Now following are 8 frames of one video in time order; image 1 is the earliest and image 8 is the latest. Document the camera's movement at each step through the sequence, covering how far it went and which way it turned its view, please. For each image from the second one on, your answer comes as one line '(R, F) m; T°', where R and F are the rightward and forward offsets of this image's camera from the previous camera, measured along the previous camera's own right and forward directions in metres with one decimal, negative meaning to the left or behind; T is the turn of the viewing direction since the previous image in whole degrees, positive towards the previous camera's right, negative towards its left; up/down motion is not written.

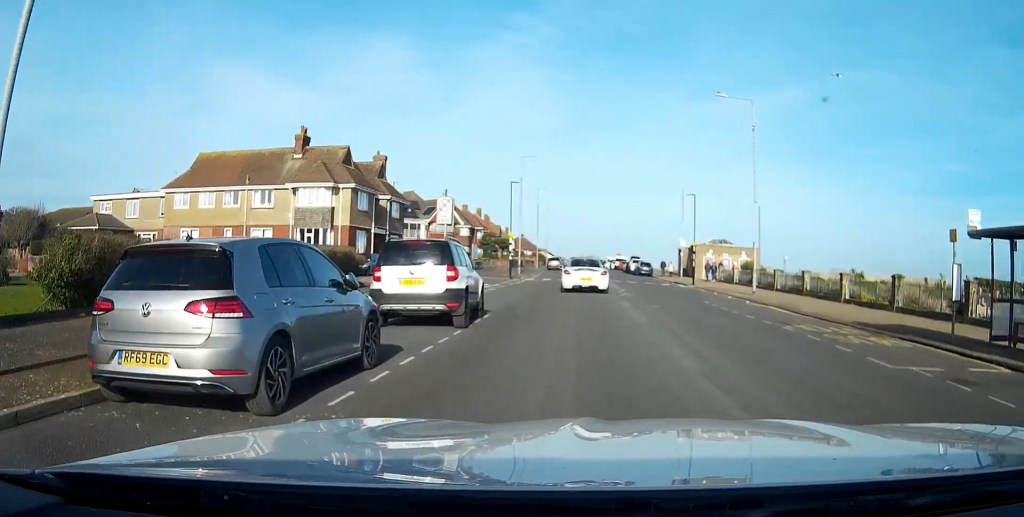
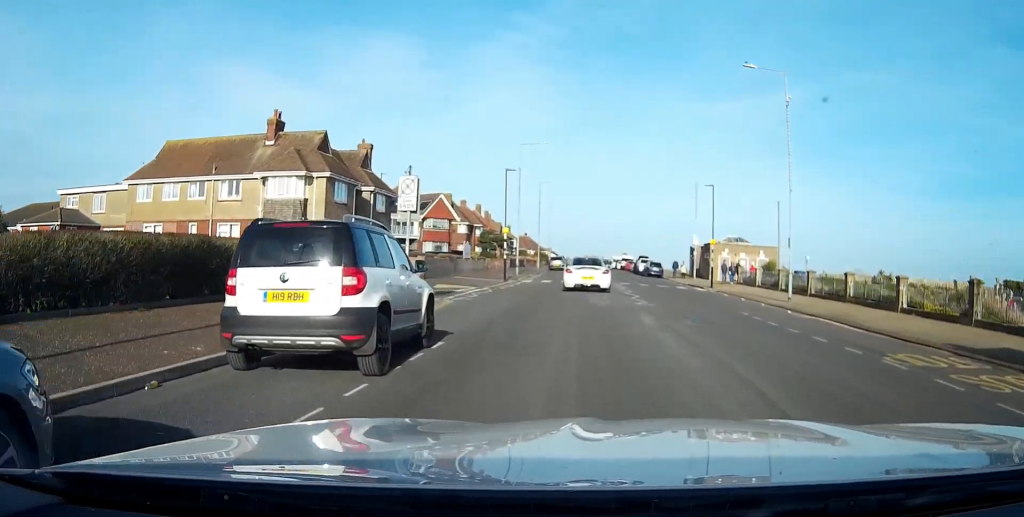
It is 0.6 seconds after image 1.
(0.0, +4.3) m; 0°
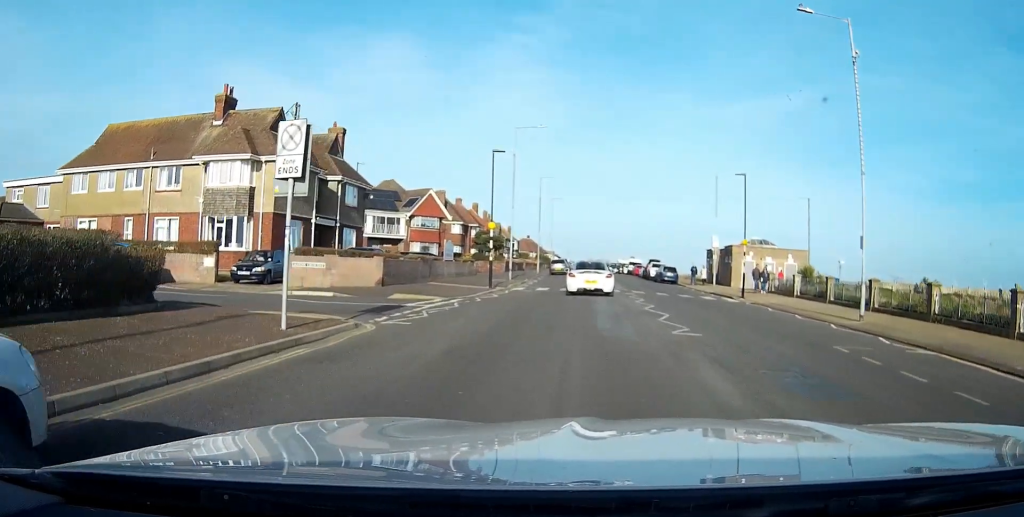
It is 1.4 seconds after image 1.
(0.0, +6.5) m; 0°
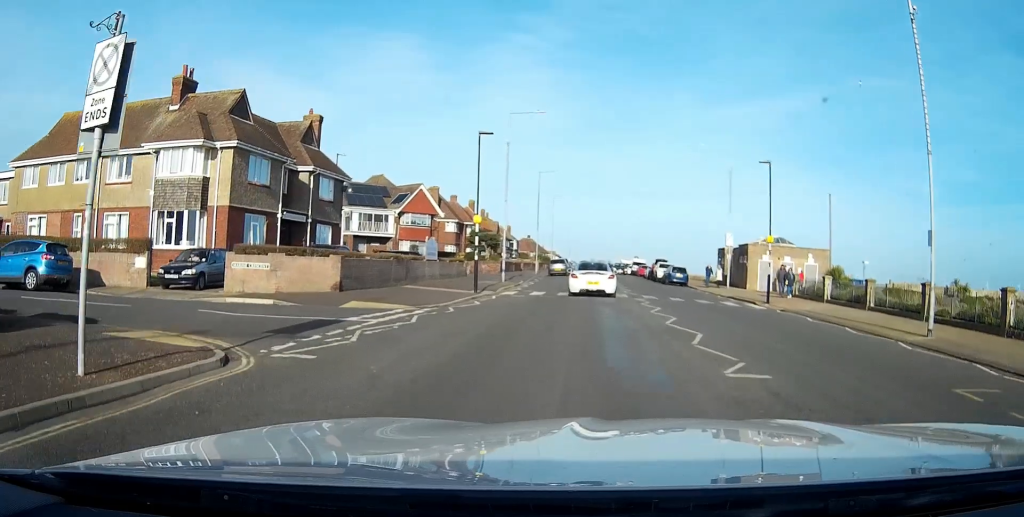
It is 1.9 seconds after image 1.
(0.0, +3.8) m; 0°
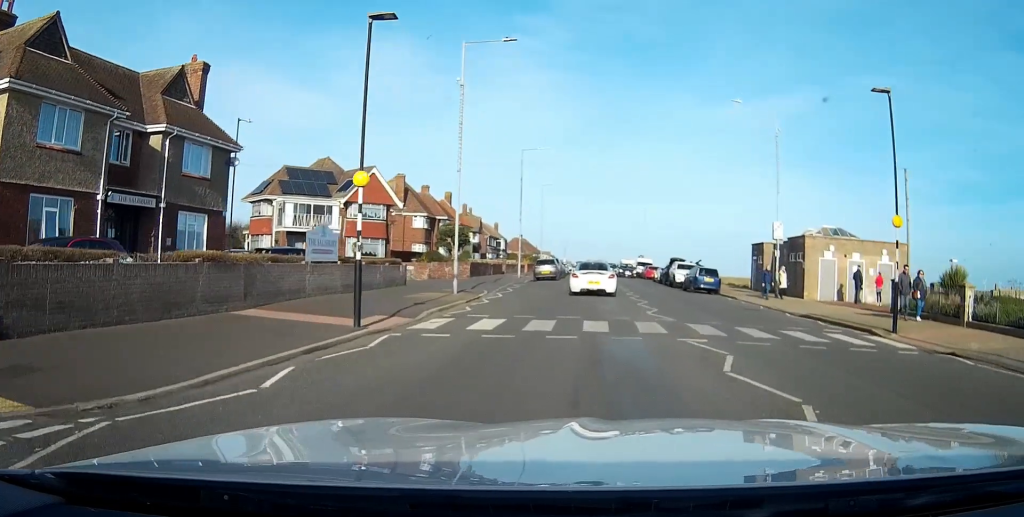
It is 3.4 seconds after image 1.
(0.0, +12.8) m; 0°
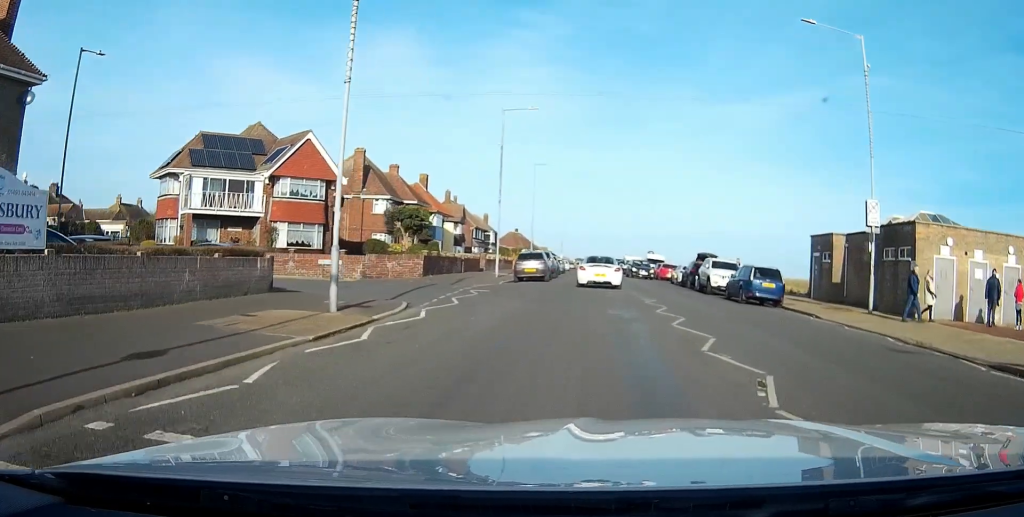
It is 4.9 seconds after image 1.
(-0.1, +13.3) m; -1°
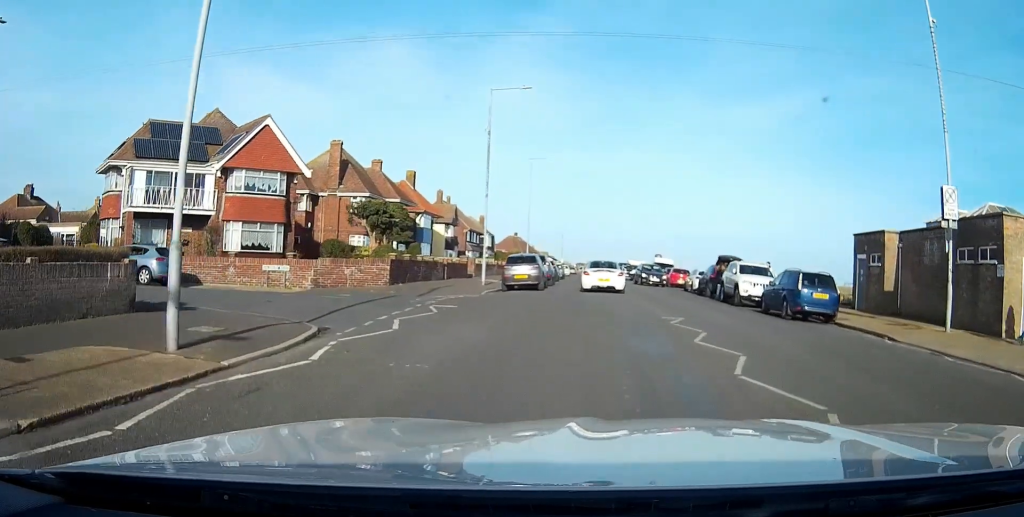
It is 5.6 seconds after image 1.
(0.0, +6.0) m; 0°
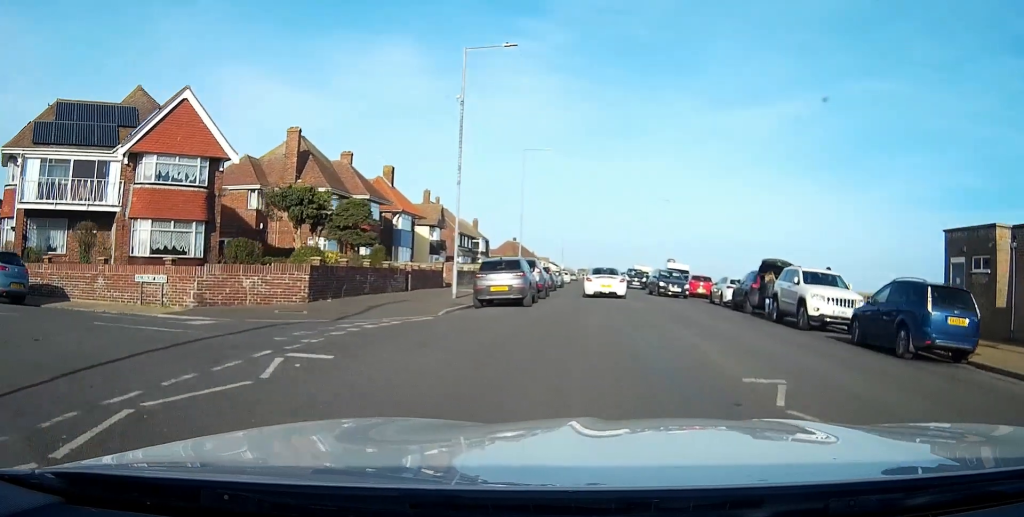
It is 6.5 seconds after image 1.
(-0.1, +8.4) m; -1°
